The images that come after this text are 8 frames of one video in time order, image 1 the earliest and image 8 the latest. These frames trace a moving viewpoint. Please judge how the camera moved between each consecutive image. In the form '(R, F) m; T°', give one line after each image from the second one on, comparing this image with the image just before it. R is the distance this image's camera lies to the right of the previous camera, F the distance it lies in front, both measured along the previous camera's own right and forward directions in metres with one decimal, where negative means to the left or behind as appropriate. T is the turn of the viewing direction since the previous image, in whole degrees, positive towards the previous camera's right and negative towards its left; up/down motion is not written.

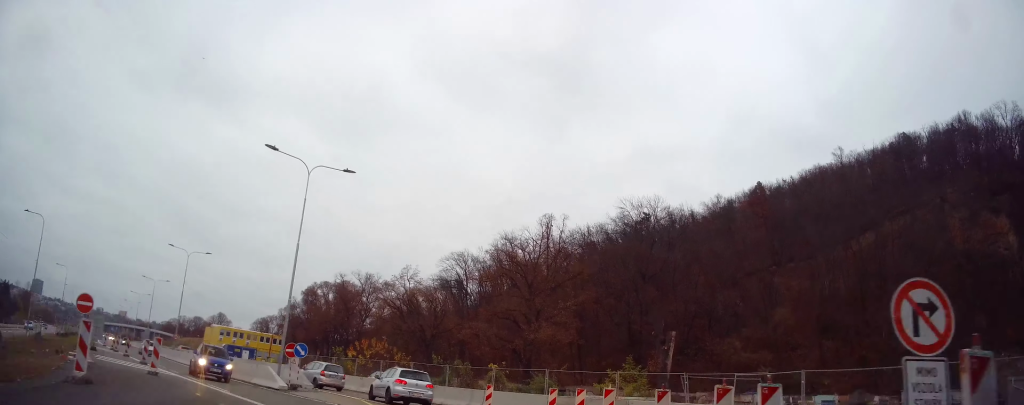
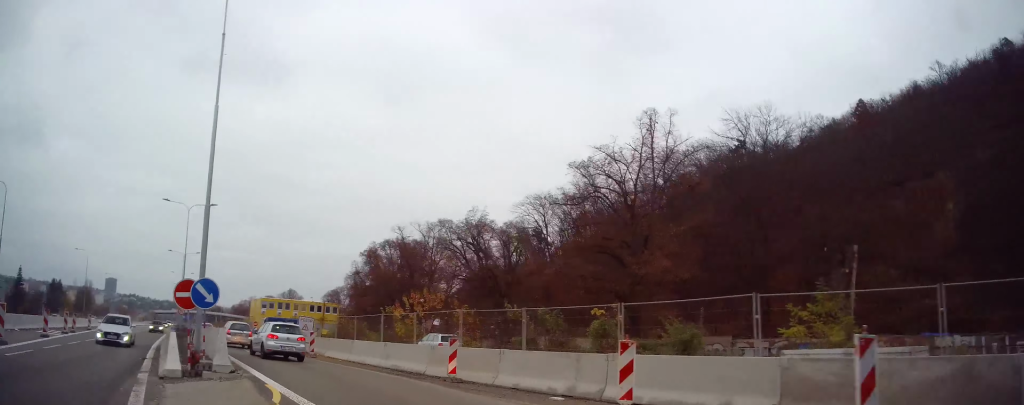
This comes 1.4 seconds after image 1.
(+0.2, +14.6) m; -8°
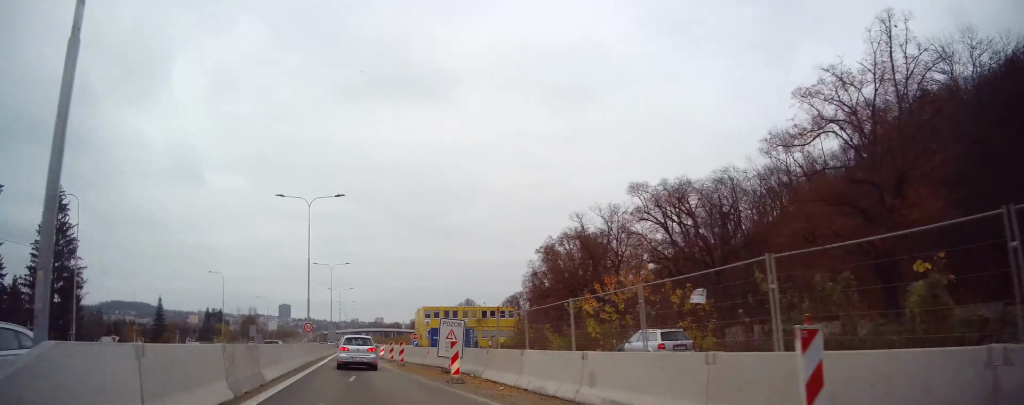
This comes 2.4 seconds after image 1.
(-1.7, +10.9) m; -18°
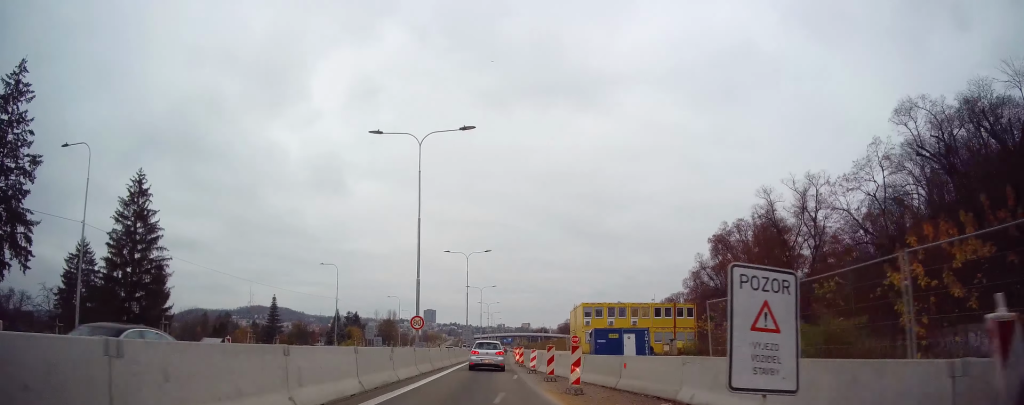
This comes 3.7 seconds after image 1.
(-2.4, +14.1) m; -12°
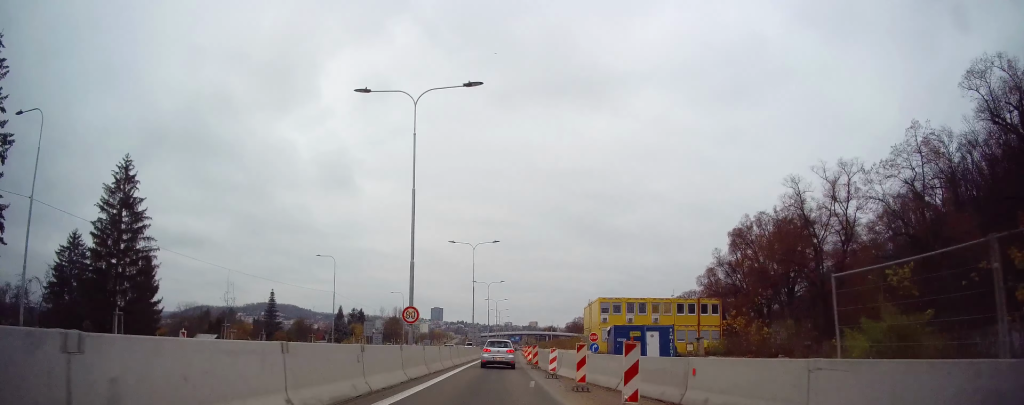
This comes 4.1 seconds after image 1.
(0.0, +5.3) m; -1°
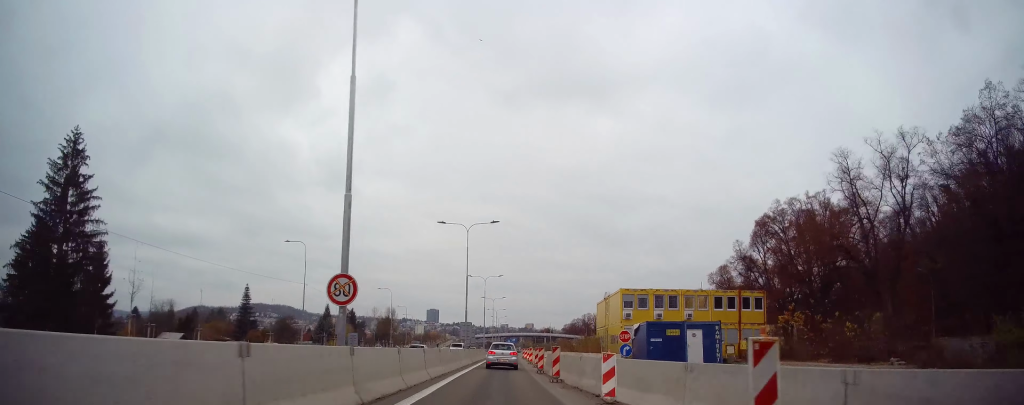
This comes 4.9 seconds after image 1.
(0.0, +9.6) m; -1°
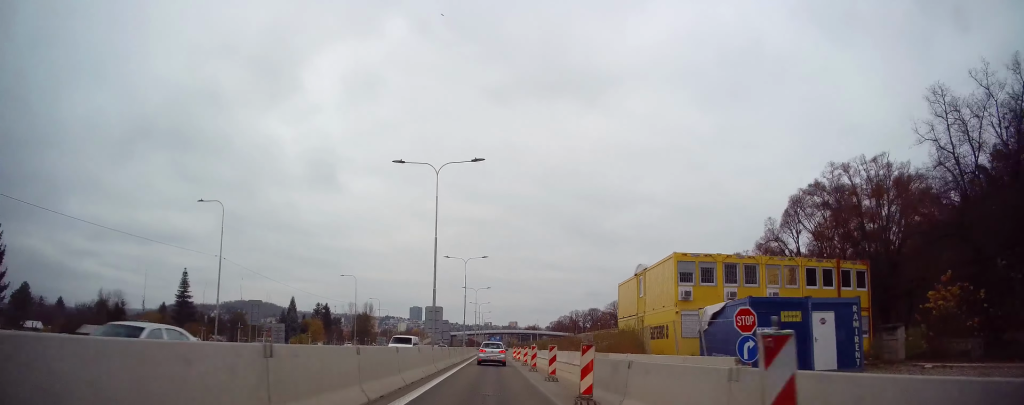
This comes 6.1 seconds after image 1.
(-0.1, +15.9) m; +2°
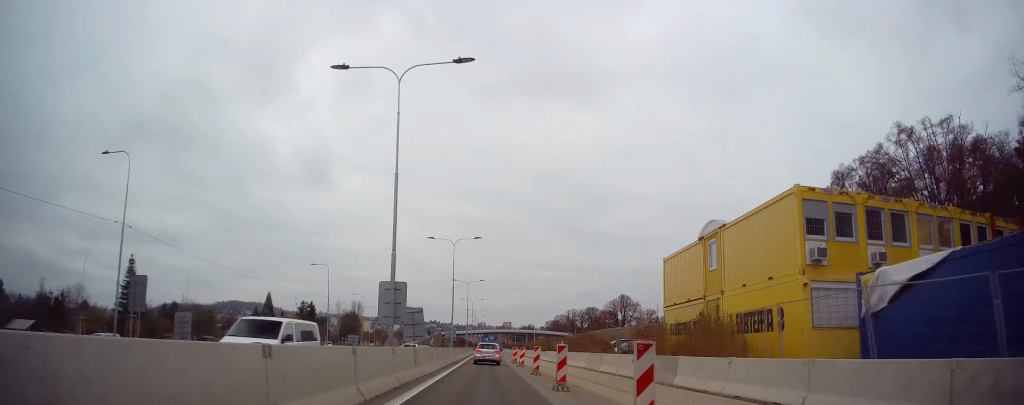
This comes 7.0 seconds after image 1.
(+0.4, +12.6) m; +1°
